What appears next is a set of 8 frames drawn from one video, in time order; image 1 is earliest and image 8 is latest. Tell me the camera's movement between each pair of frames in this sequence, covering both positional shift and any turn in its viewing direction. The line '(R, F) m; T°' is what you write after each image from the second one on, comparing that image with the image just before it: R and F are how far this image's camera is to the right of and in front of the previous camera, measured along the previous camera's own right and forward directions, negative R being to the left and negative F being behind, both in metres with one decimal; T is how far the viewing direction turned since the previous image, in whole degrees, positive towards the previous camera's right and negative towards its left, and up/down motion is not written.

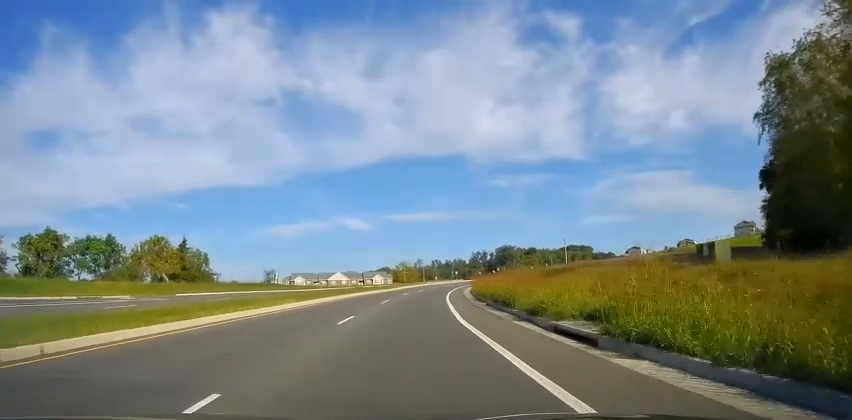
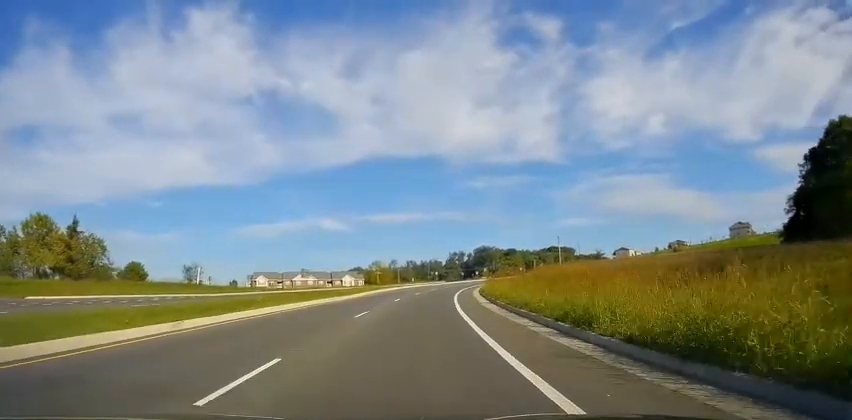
(-0.3, +21.1) m; -1°
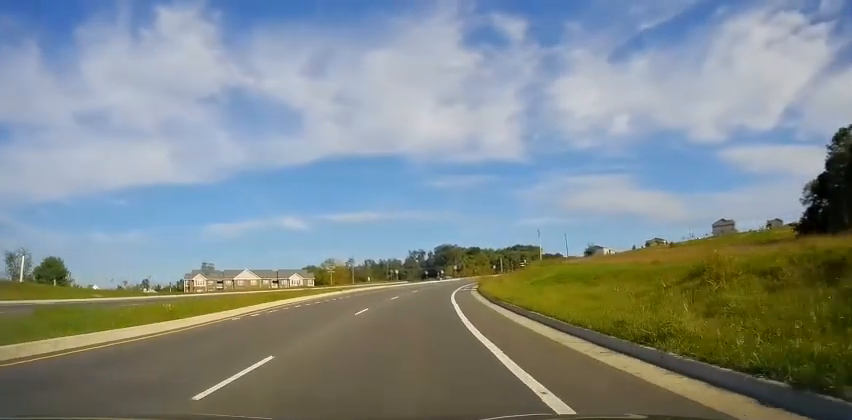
(+0.1, +23.3) m; +4°
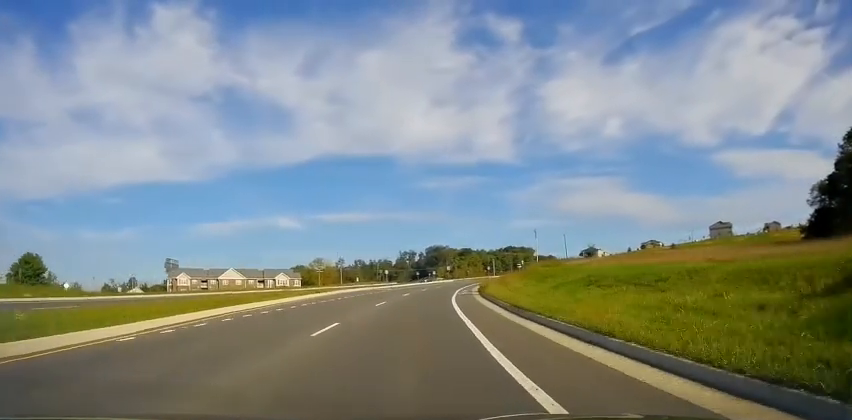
(+0.2, +6.7) m; +3°
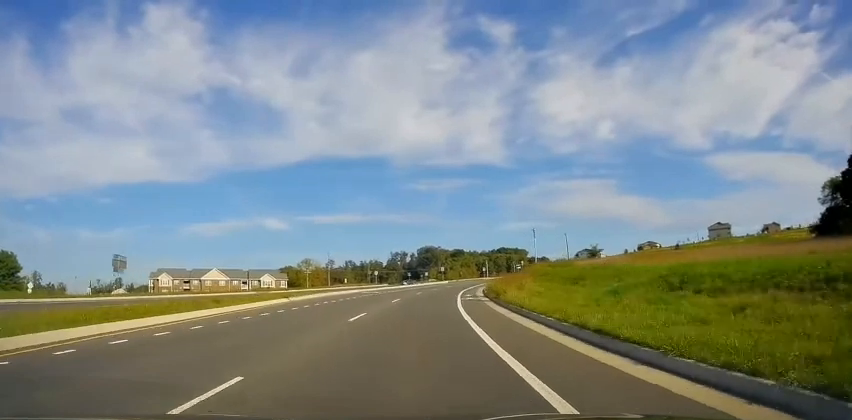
(+0.2, +7.8) m; +1°
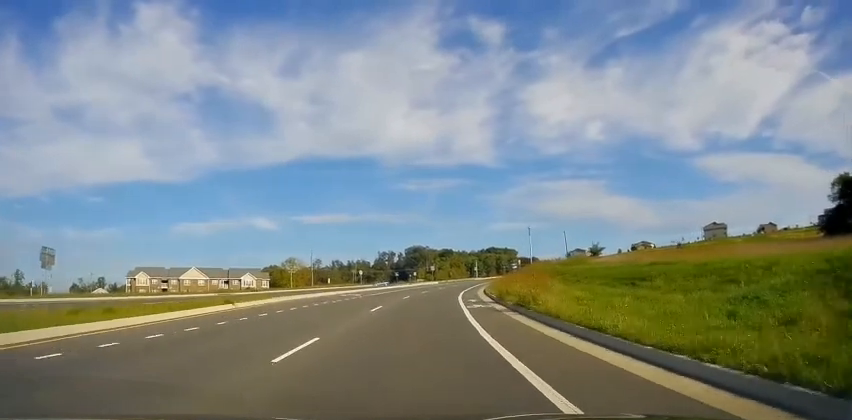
(+0.1, +7.8) m; +1°
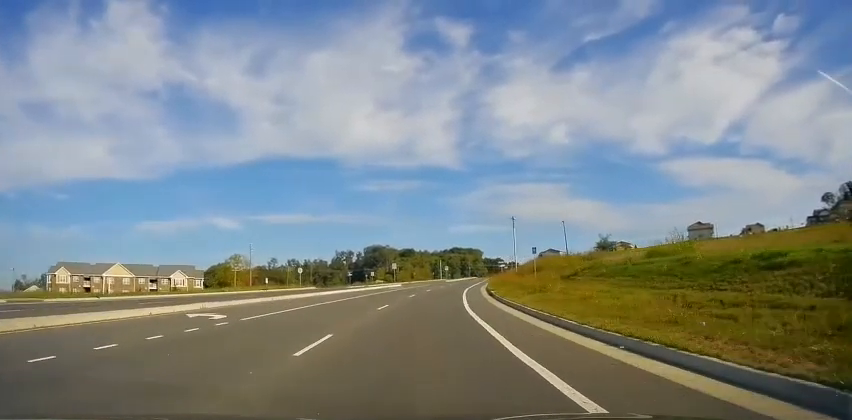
(+0.6, +23.7) m; +4°
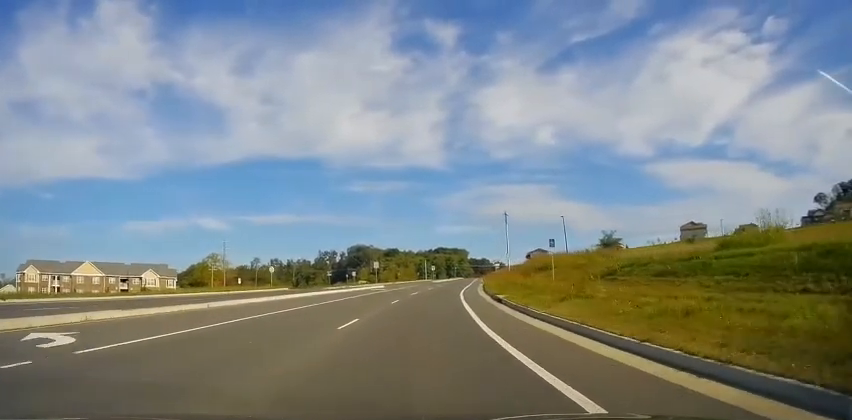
(+0.2, +7.8) m; +2°
